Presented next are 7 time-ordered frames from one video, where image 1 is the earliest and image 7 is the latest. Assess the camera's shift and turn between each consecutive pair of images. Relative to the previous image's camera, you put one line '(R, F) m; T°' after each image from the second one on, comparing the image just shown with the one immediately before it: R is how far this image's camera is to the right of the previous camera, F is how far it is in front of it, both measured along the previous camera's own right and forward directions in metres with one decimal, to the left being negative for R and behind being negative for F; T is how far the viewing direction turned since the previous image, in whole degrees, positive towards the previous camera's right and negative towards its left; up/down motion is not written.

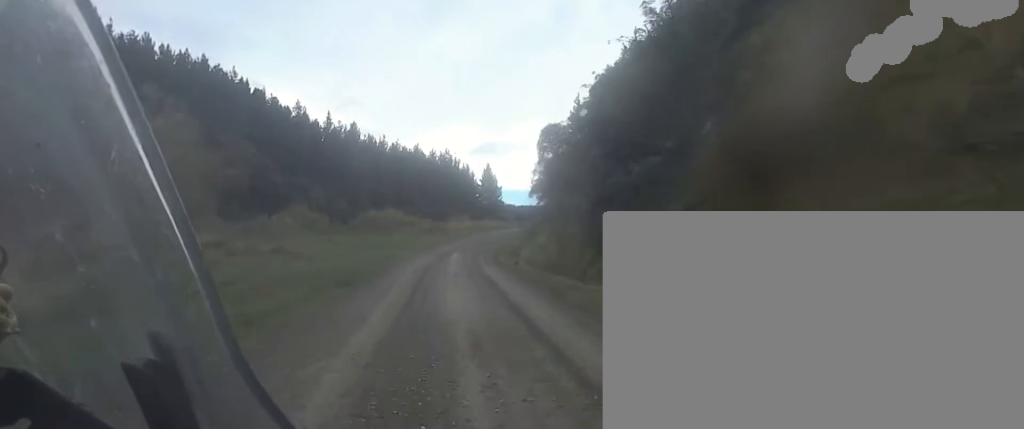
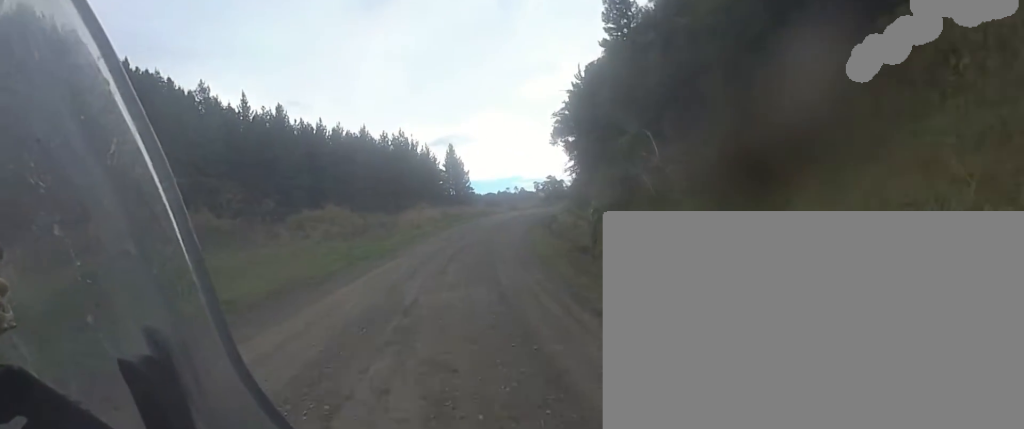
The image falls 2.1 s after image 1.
(+0.7, +29.7) m; +4°
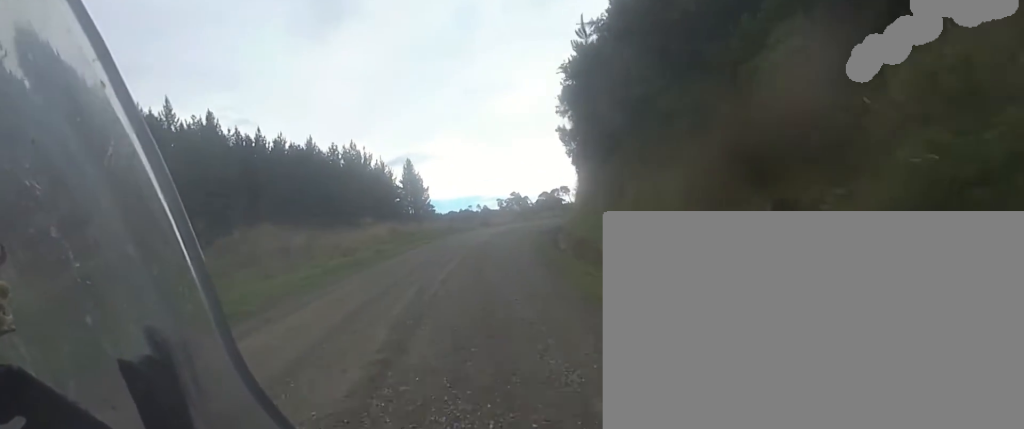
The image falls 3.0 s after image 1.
(+1.1, +10.9) m; +8°
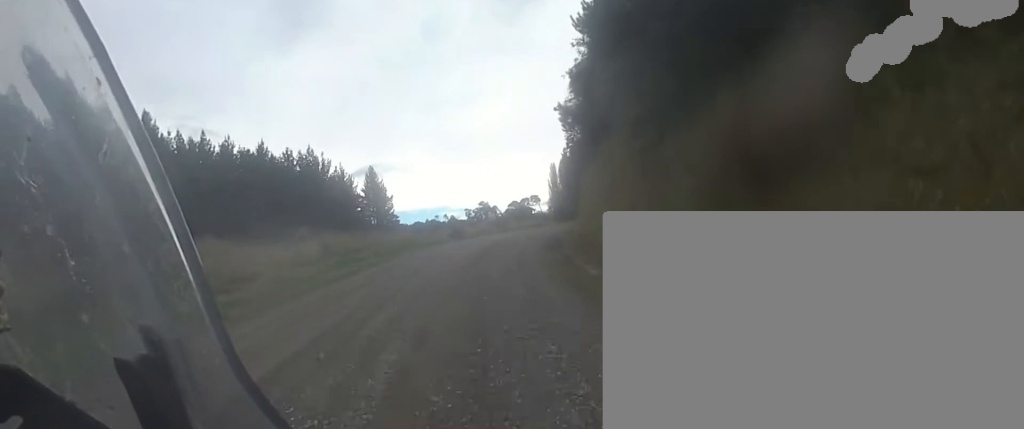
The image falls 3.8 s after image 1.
(+0.4, +8.3) m; +7°
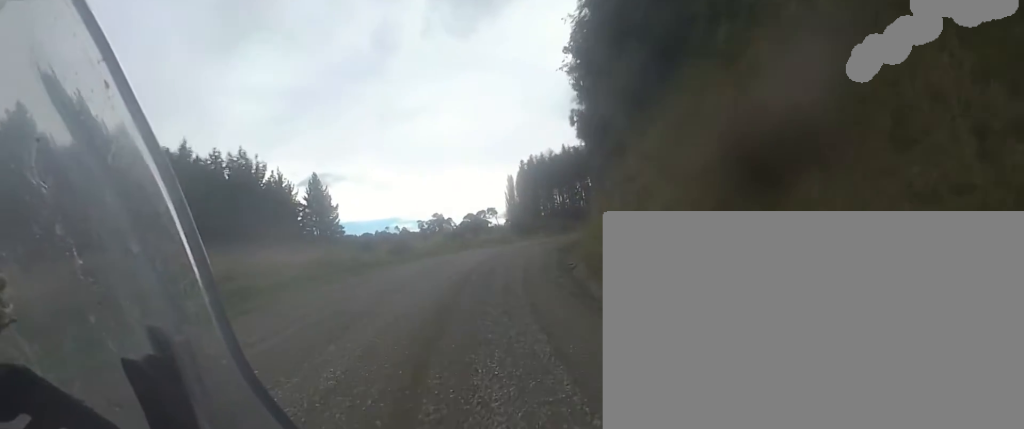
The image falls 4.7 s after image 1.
(+0.9, +10.7) m; +10°
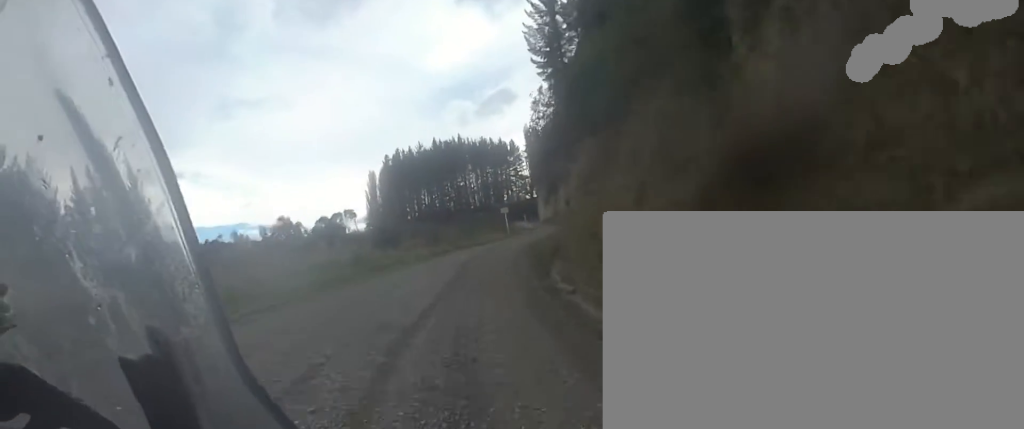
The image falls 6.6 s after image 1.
(+2.9, +21.1) m; +12°
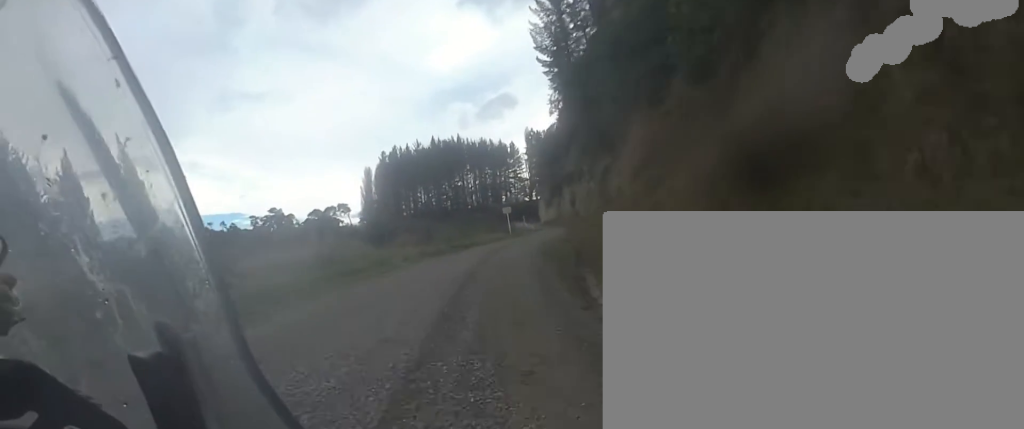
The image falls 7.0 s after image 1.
(-0.2, +5.6) m; +3°
